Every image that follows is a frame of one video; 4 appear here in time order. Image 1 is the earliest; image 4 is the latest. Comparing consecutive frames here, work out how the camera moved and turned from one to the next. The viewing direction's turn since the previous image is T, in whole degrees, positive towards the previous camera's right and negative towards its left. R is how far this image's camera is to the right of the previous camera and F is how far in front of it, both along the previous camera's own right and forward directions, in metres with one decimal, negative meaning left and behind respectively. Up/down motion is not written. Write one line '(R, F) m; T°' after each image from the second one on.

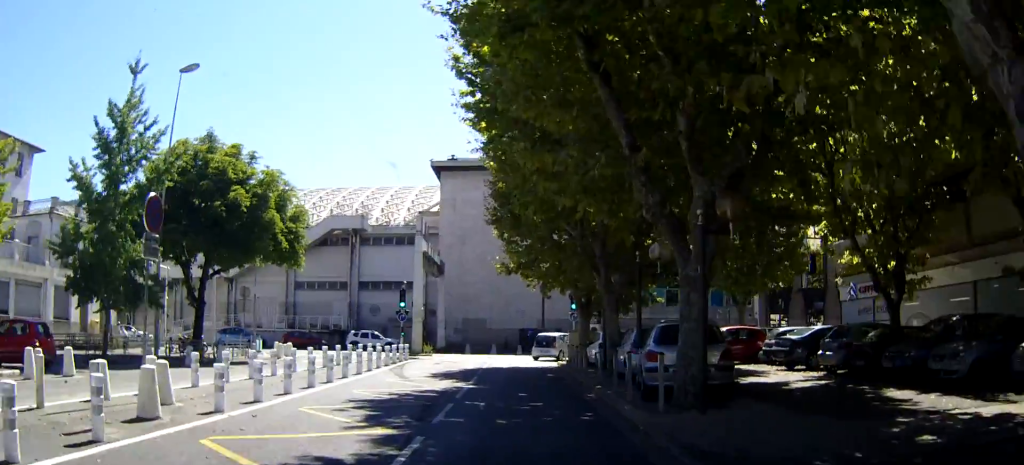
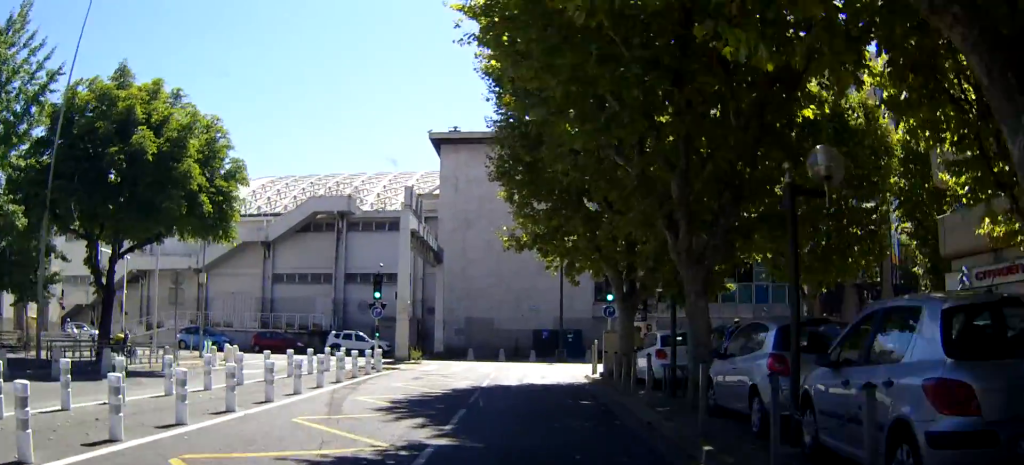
(-0.2, +9.2) m; -3°
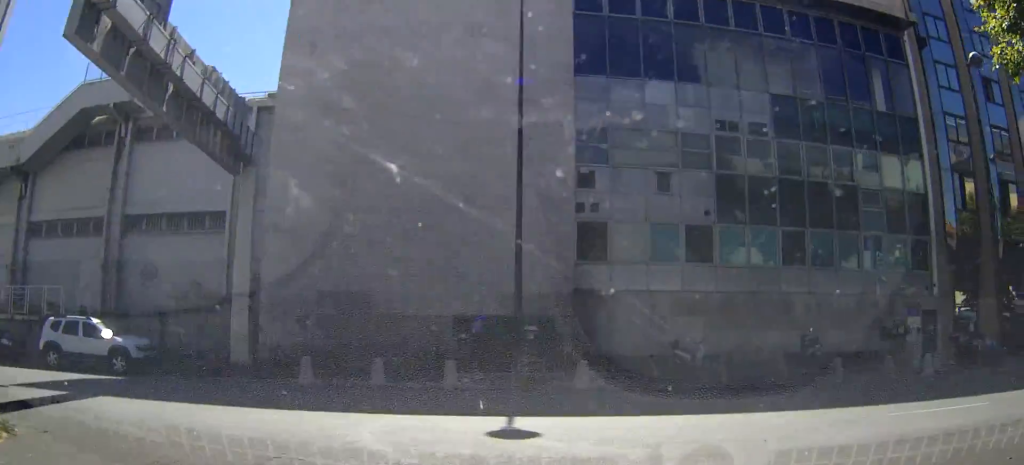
(+0.3, +25.8) m; +7°
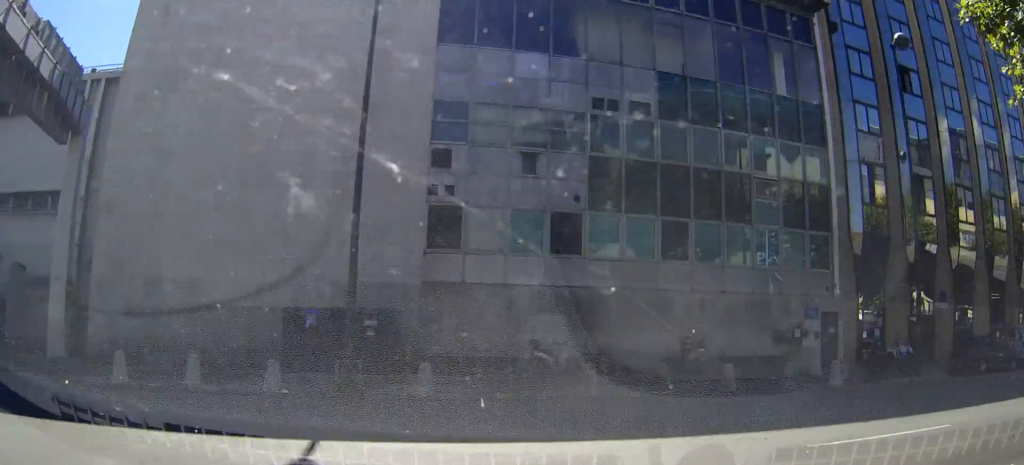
(+0.3, +3.2) m; +11°
